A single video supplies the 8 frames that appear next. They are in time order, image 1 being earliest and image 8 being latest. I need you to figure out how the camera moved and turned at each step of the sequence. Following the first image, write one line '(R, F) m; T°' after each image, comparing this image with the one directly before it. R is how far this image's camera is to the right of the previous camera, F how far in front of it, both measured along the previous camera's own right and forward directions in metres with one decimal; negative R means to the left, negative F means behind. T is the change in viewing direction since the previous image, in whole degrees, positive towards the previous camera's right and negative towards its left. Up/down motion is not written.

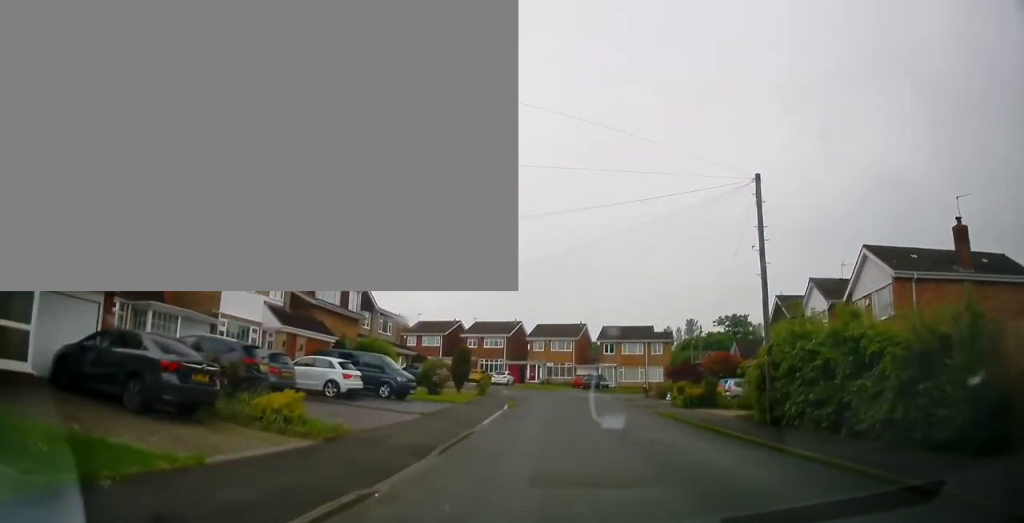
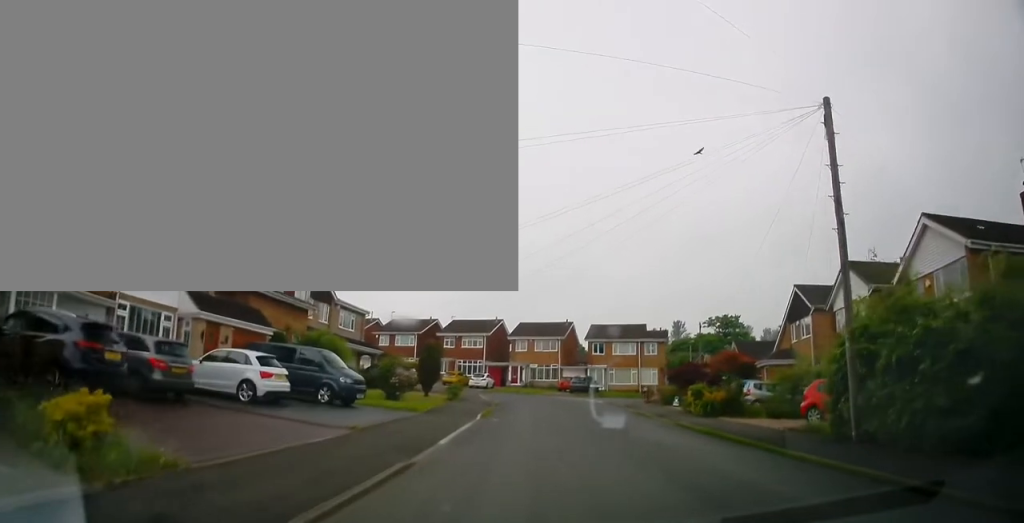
(-0.3, +5.8) m; 0°
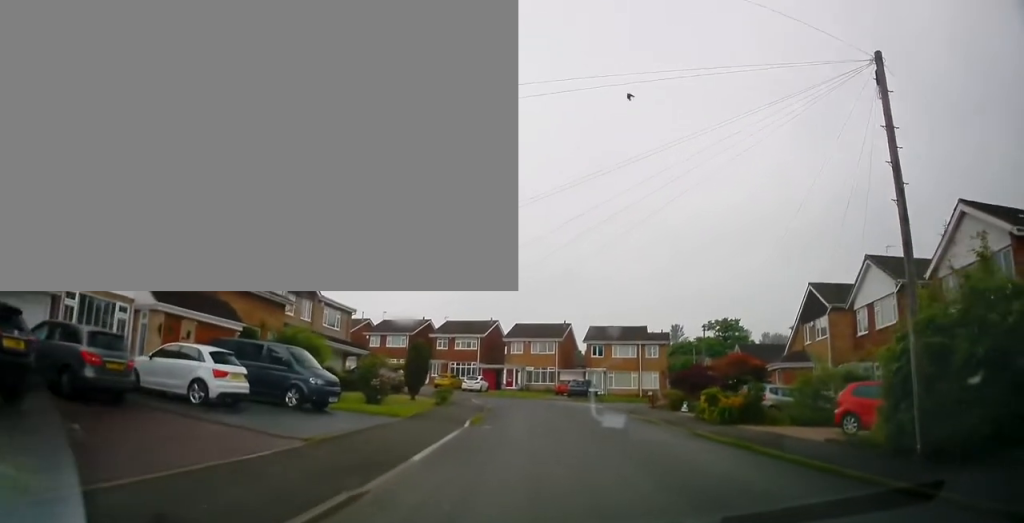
(-0.1, +2.5) m; +2°
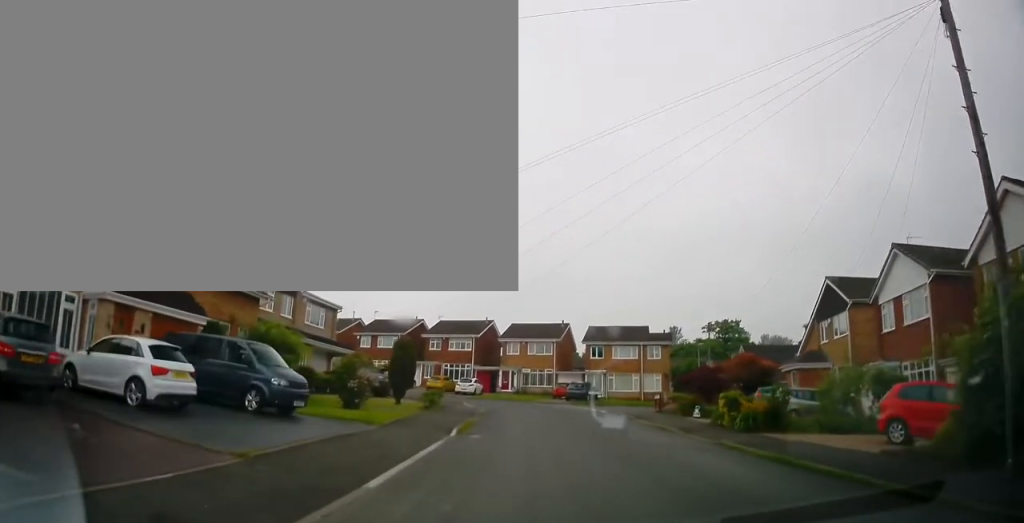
(+0.3, +2.4) m; +1°
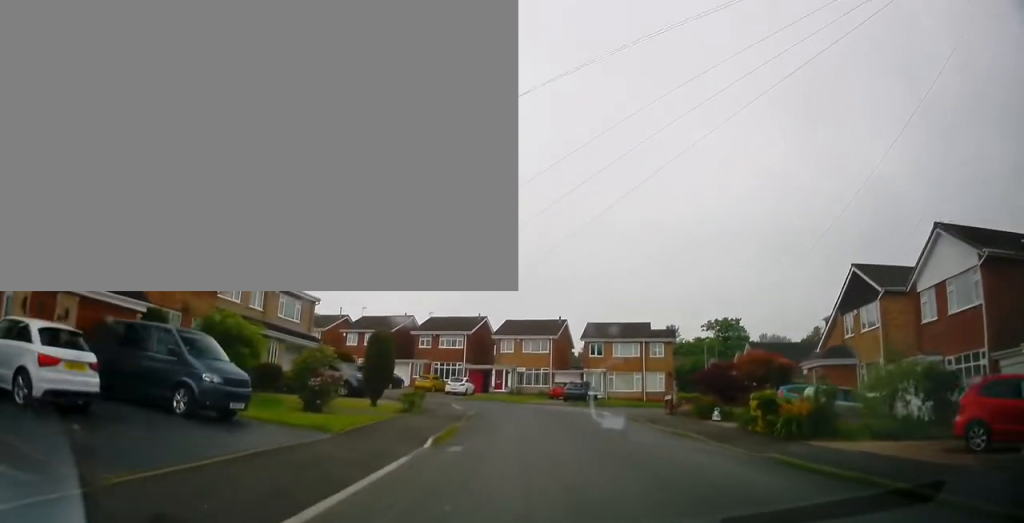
(+0.1, +3.1) m; -1°
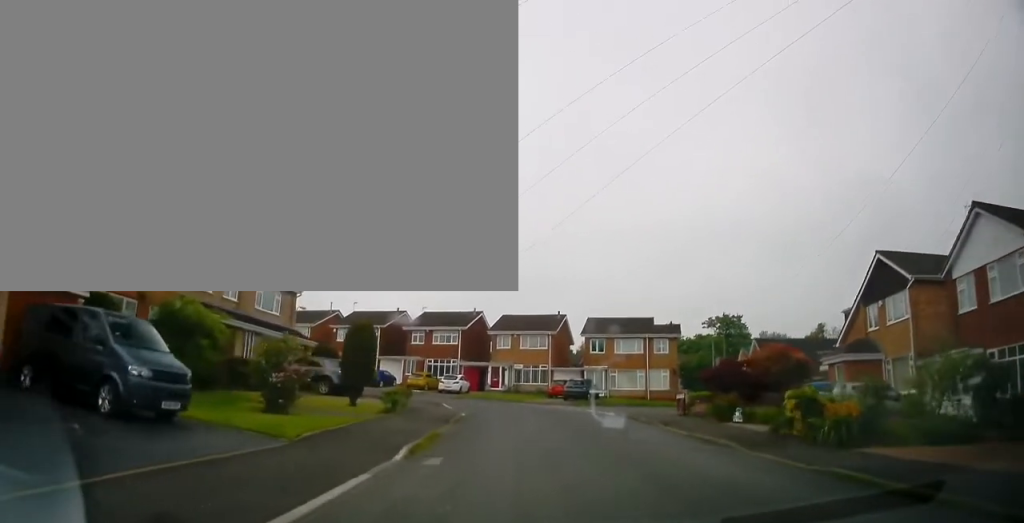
(-0.1, +2.4) m; -3°
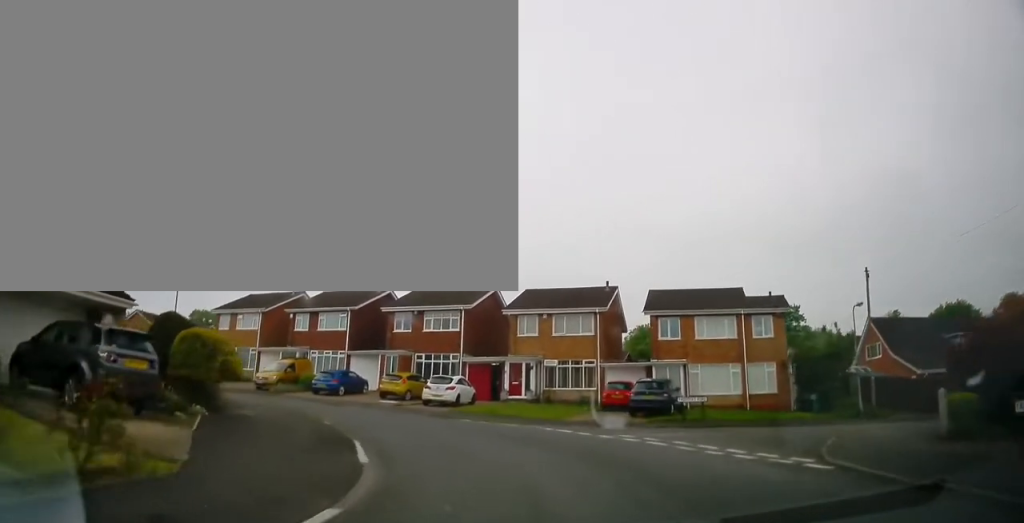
(-0.3, +17.4) m; -1°
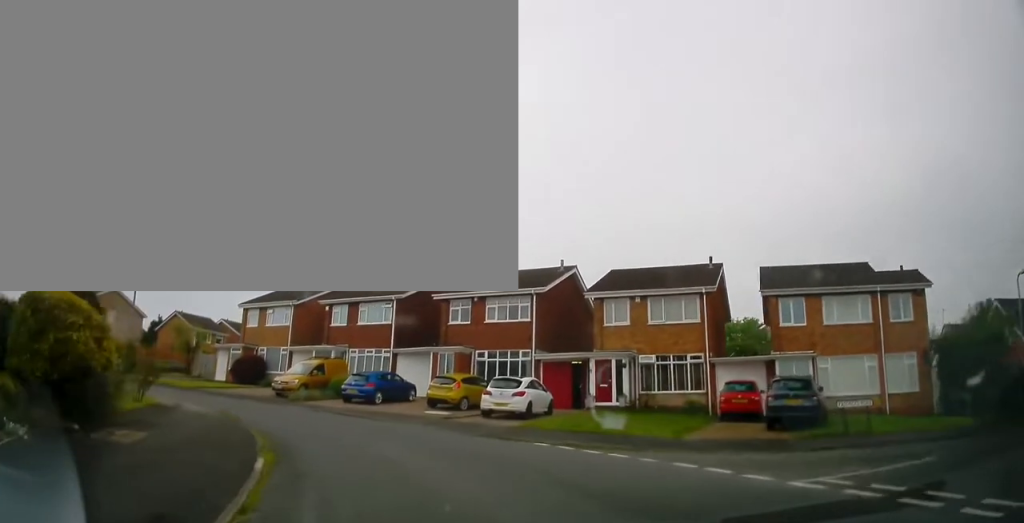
(-0.6, +7.5) m; -12°
